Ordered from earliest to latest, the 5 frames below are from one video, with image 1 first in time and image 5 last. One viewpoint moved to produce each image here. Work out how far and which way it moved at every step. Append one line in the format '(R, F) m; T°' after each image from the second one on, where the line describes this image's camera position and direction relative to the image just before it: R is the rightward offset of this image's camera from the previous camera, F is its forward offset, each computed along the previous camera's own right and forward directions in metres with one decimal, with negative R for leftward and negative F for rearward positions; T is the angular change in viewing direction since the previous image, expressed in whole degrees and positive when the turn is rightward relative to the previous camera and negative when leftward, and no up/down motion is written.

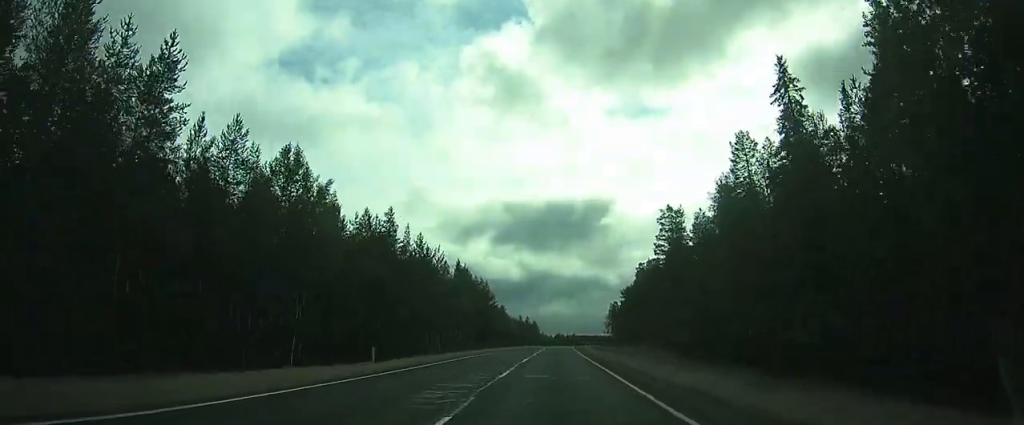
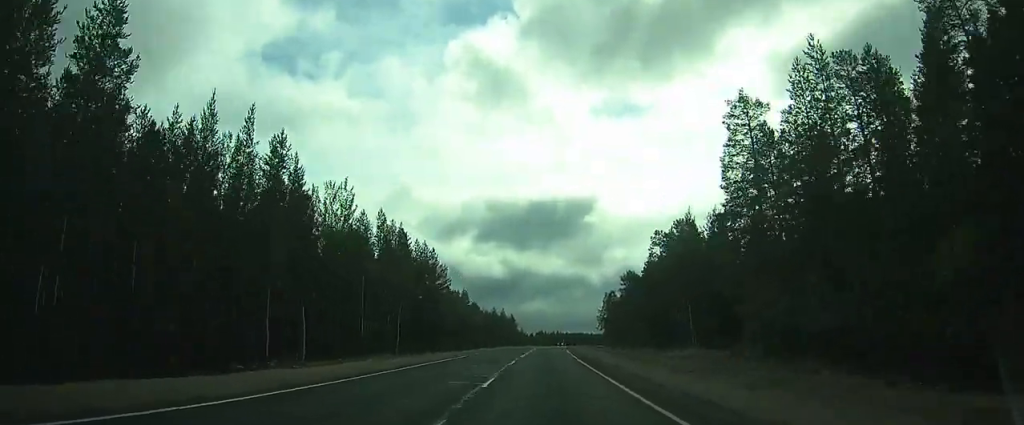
(+0.7, +42.1) m; +1°
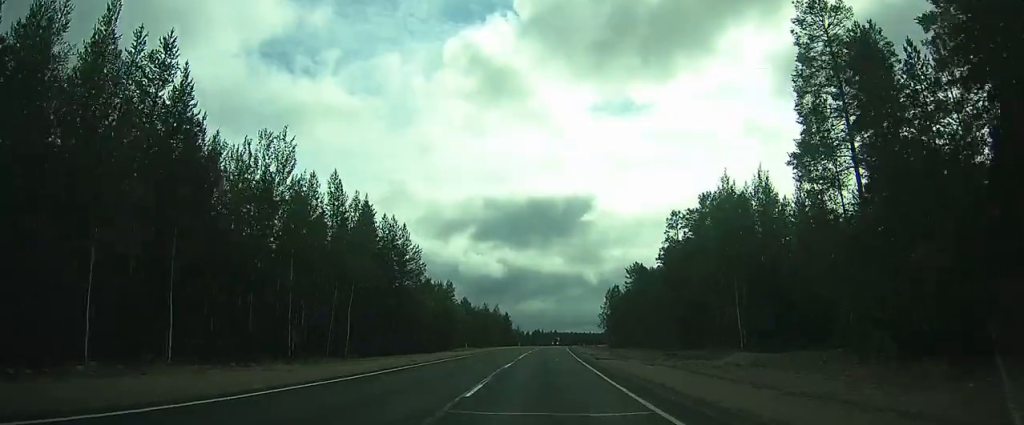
(0.0, +14.7) m; 0°
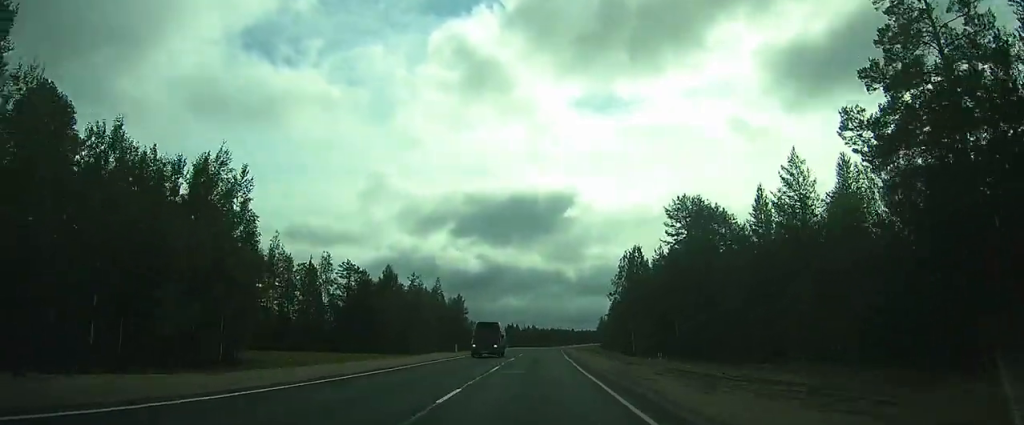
(+1.5, +59.0) m; +3°
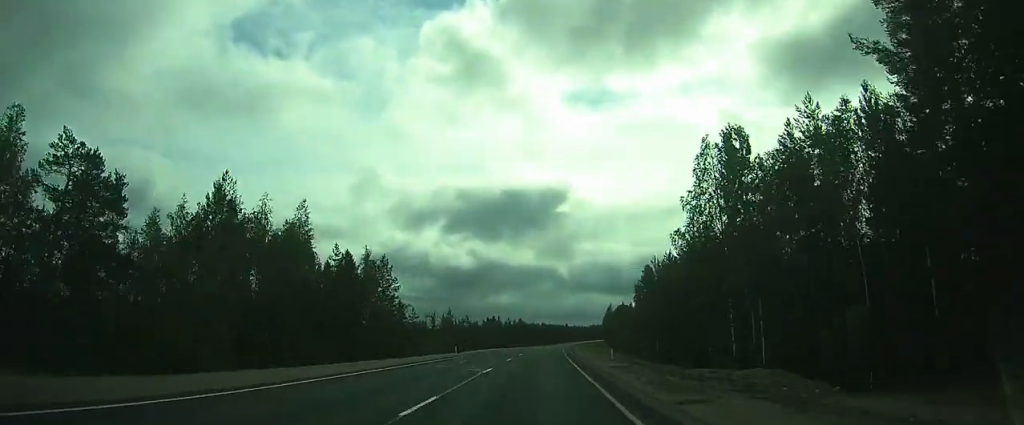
(+0.7, +46.9) m; +2°
